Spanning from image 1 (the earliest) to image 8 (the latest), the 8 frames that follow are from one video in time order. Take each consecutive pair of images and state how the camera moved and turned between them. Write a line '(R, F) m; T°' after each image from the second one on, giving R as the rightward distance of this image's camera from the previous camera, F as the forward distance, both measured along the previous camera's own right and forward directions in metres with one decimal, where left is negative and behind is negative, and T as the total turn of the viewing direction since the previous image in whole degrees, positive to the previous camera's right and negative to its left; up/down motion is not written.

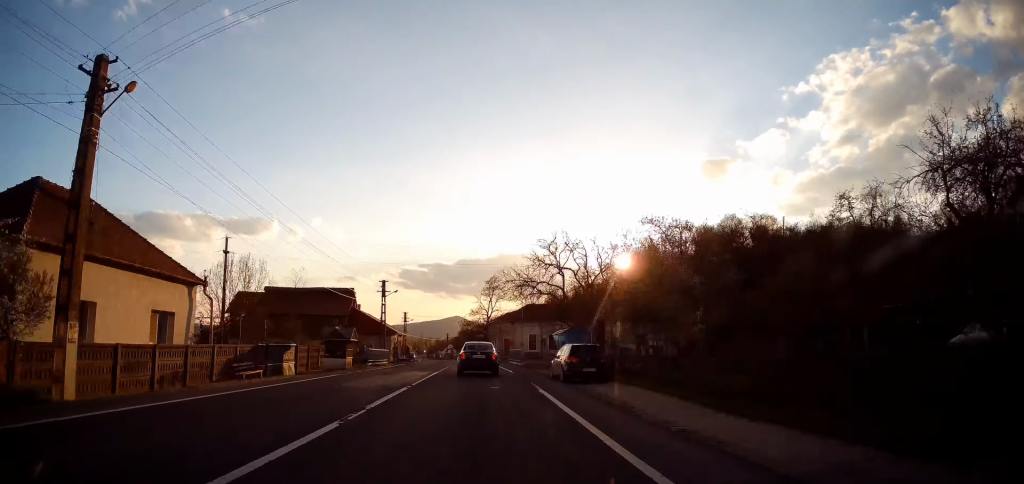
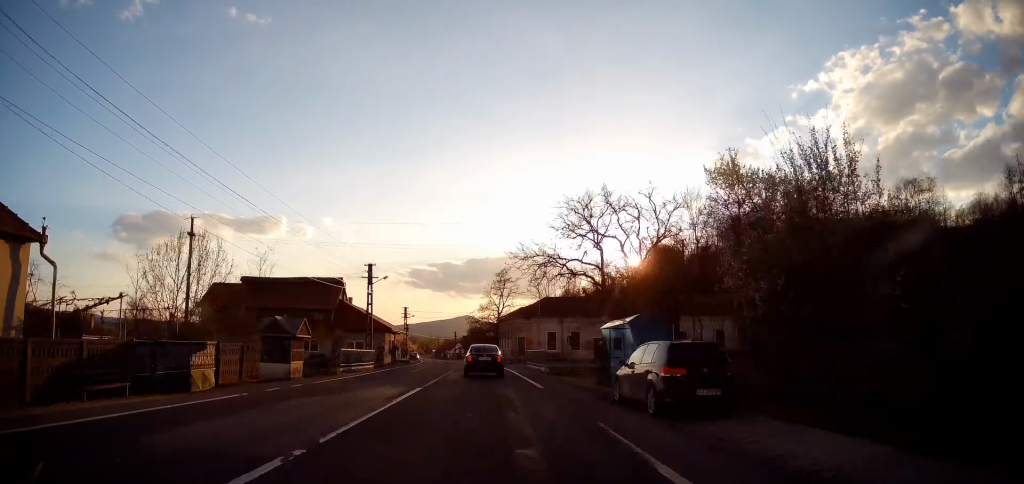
(-0.1, +9.9) m; 0°
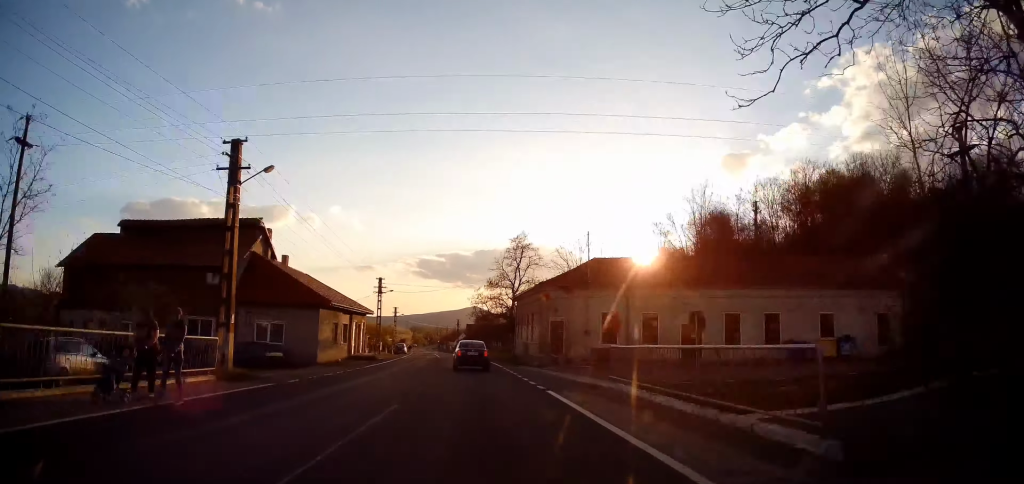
(0.0, +24.1) m; +1°
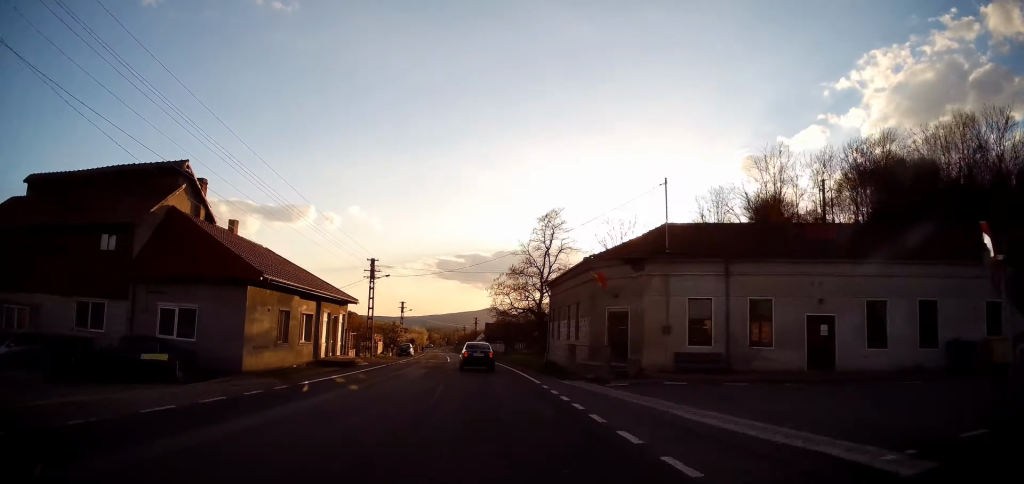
(+0.1, +12.1) m; -2°
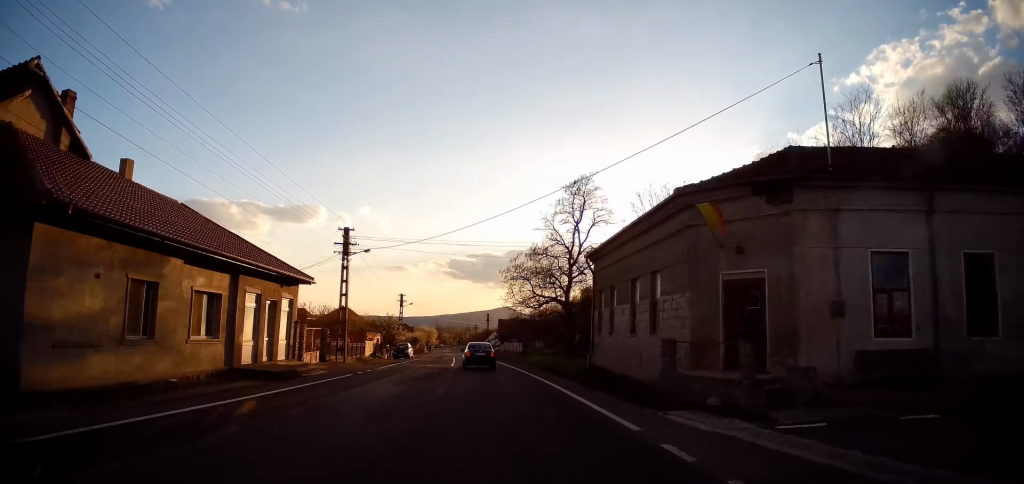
(-0.1, +11.1) m; -2°
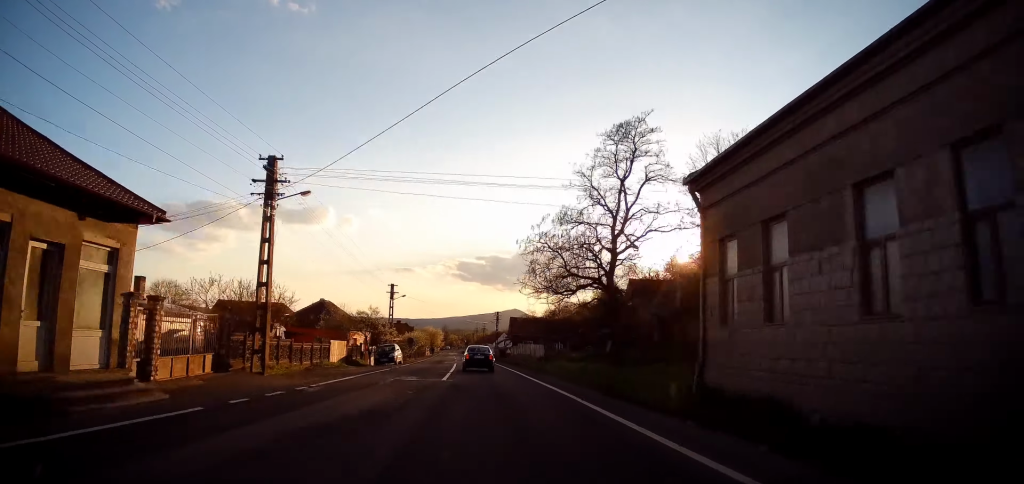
(-0.7, +12.5) m; -1°
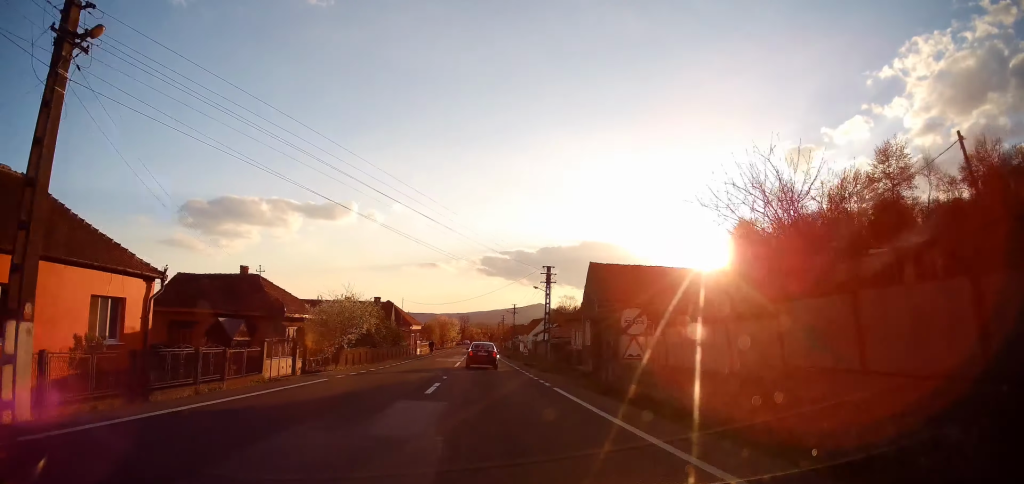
(-0.4, +43.4) m; -3°
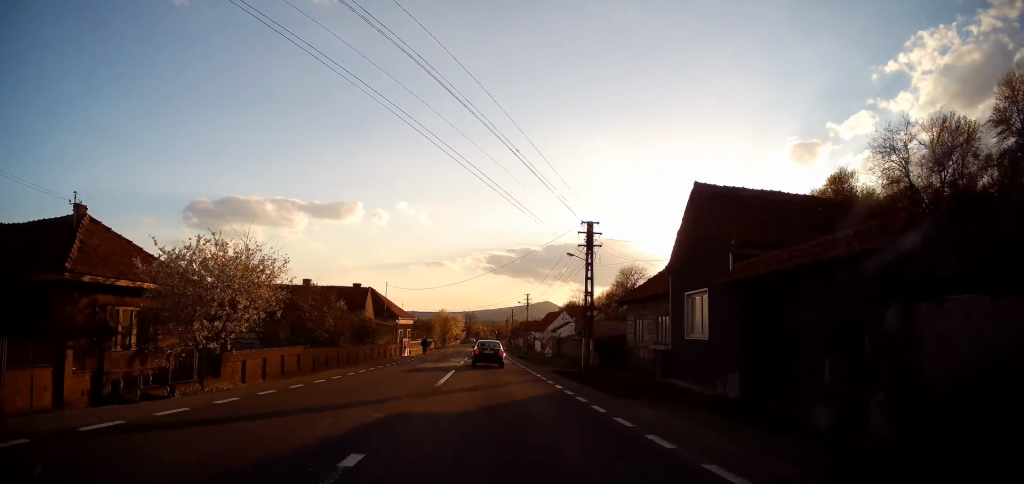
(-0.4, +14.7) m; 0°
